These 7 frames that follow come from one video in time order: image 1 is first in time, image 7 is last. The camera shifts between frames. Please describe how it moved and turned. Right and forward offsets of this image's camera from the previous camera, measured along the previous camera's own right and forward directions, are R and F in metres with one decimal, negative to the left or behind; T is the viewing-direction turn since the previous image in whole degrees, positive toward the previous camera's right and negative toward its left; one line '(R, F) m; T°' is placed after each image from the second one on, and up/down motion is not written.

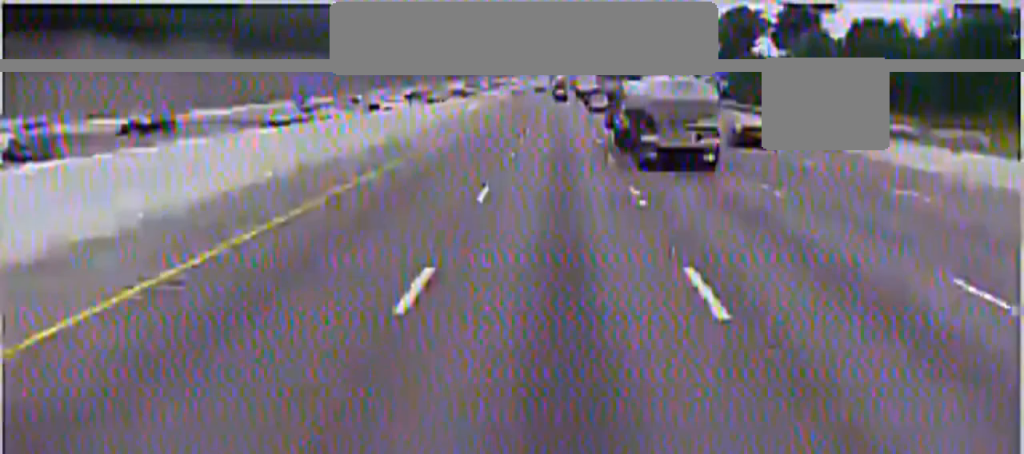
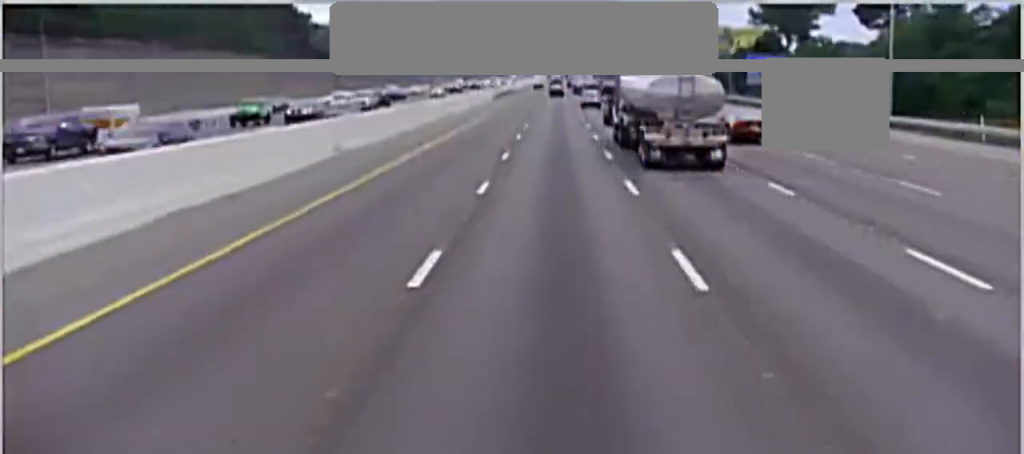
(+0.2, +45.8) m; 0°
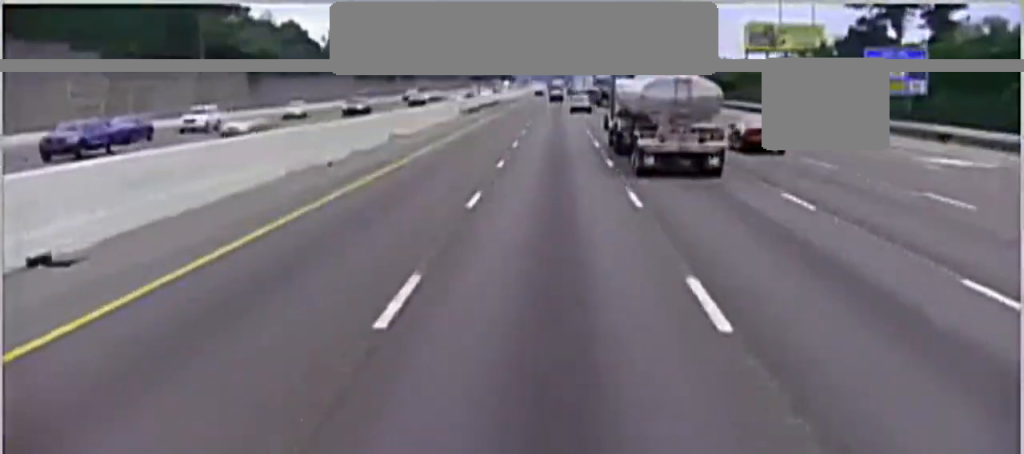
(+0.1, +47.6) m; 0°
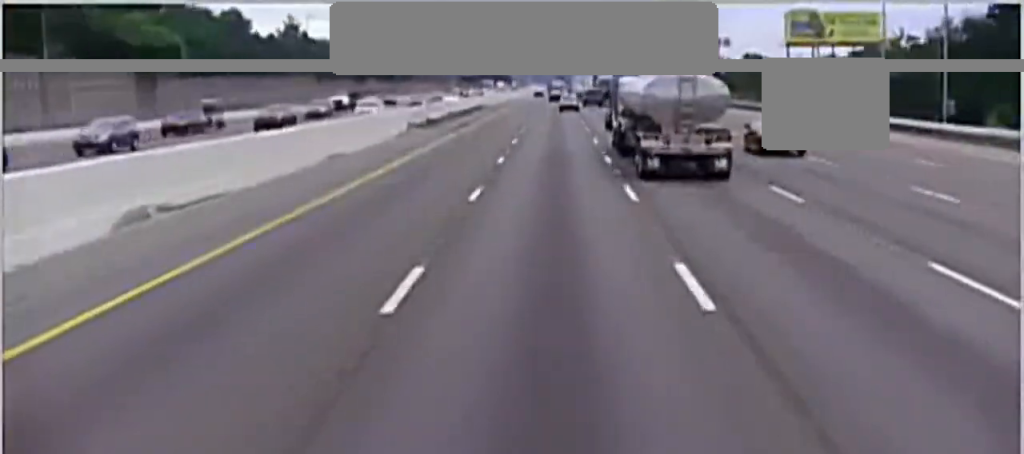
(+0.1, +30.7) m; 0°
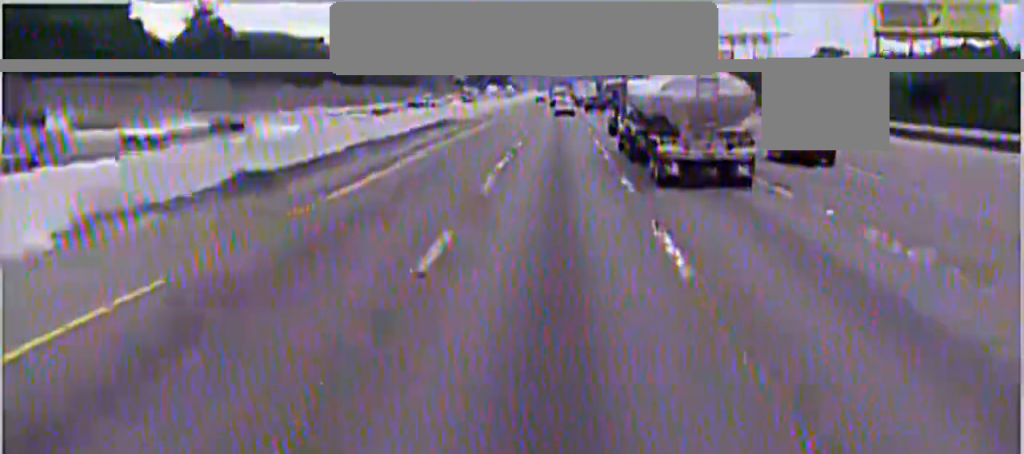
(-0.2, +38.1) m; 0°
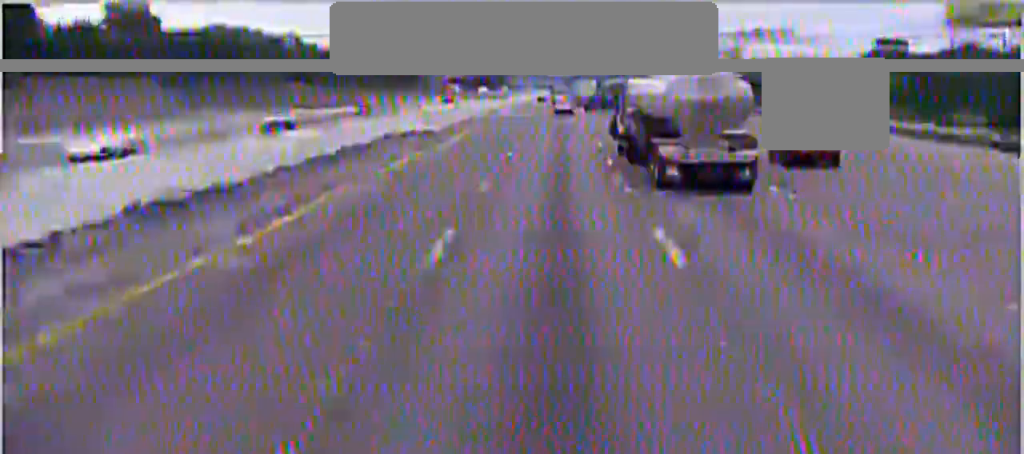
(0.0, +21.4) m; 0°
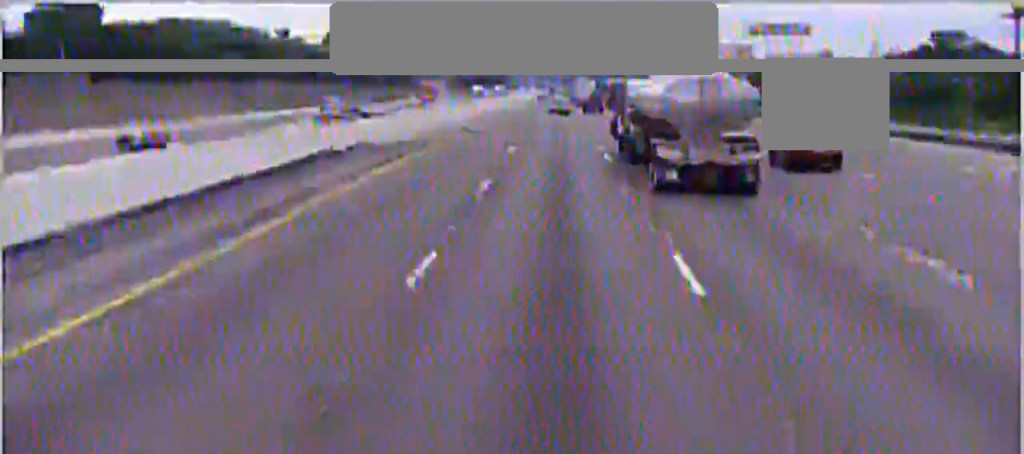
(0.0, +13.8) m; 0°
